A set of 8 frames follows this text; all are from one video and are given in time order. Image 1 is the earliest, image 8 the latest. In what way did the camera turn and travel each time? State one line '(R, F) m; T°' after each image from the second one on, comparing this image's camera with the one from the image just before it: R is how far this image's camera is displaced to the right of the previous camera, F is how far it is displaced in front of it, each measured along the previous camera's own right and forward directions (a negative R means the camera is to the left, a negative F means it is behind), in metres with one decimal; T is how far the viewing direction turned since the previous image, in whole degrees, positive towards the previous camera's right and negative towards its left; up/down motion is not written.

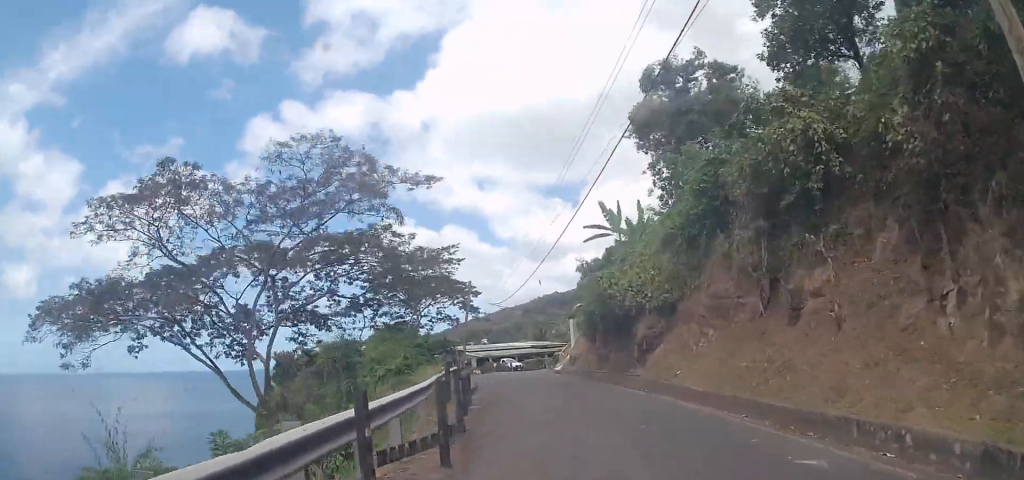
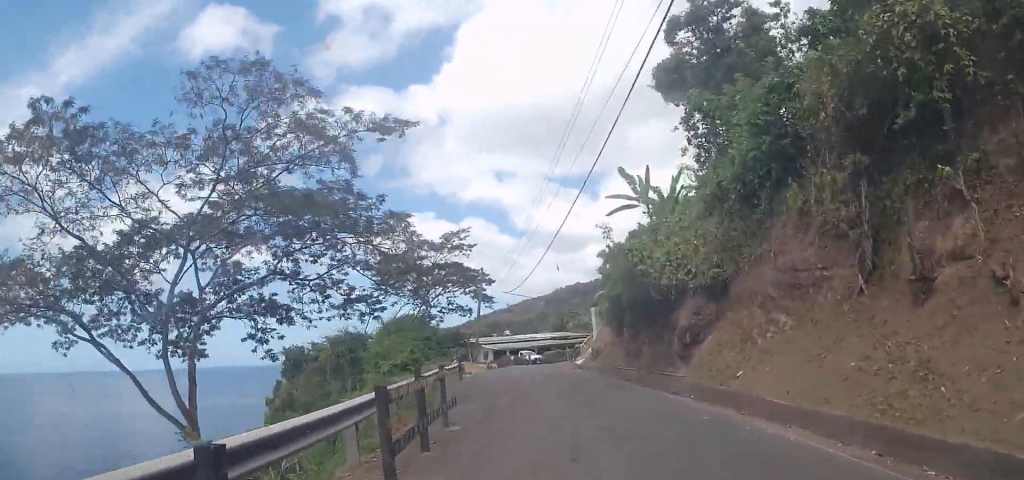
(-0.7, +5.2) m; +1°
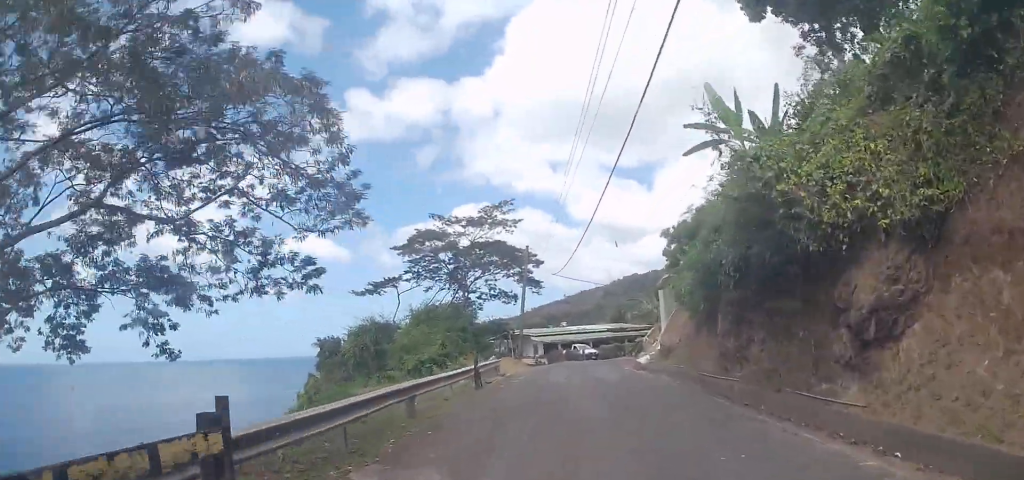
(+1.2, +8.1) m; +5°
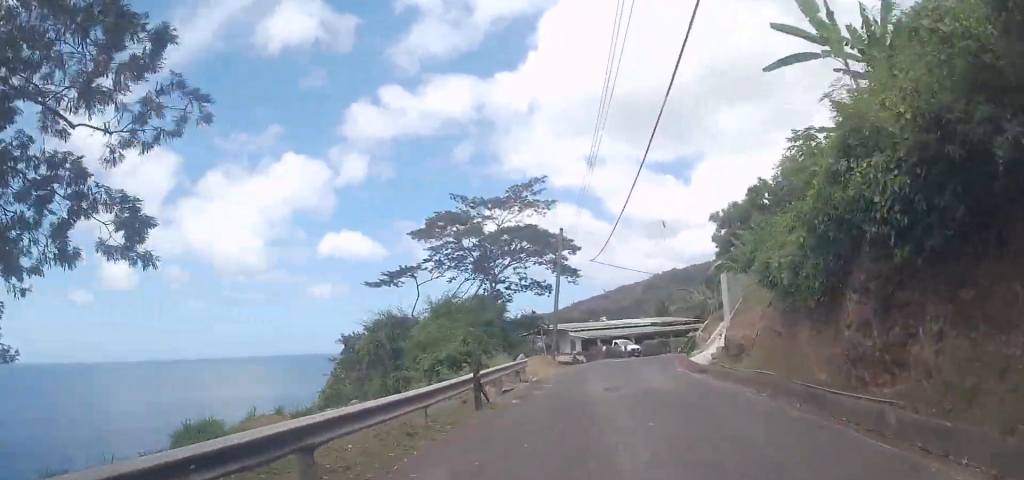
(-0.1, +5.7) m; -3°
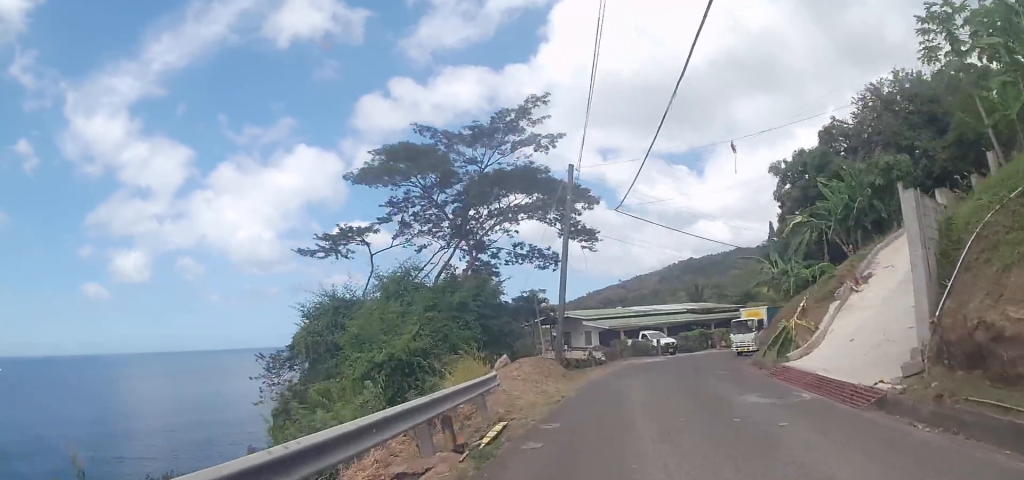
(-1.1, +13.4) m; -5°
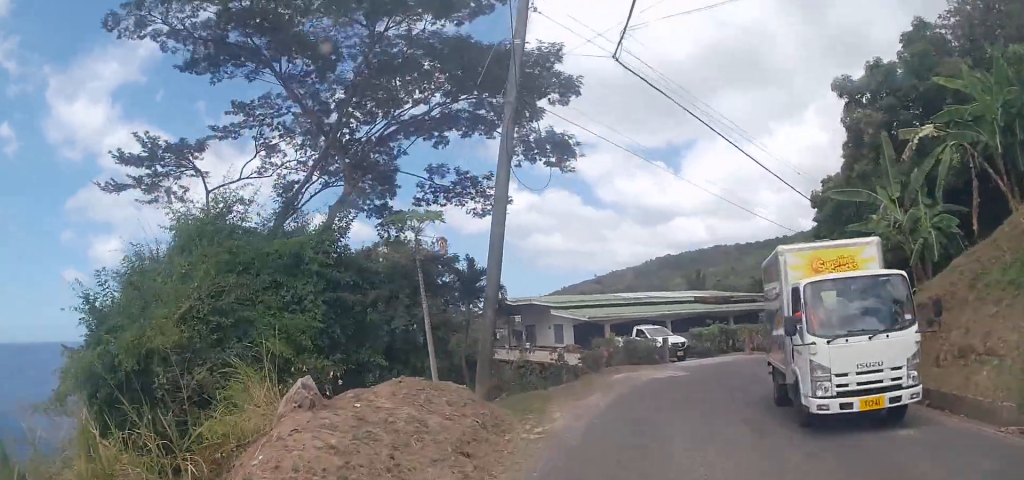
(+0.3, +13.8) m; +2°
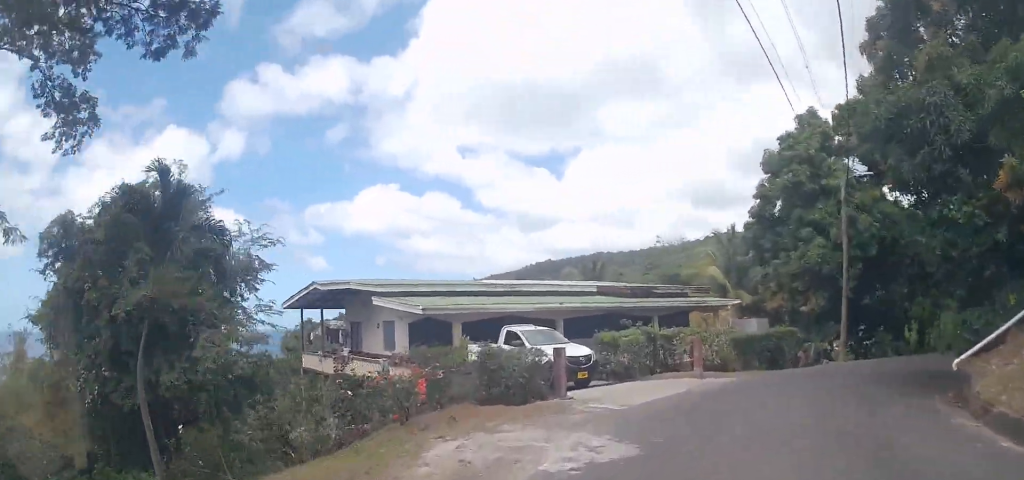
(+0.9, +12.3) m; +14°
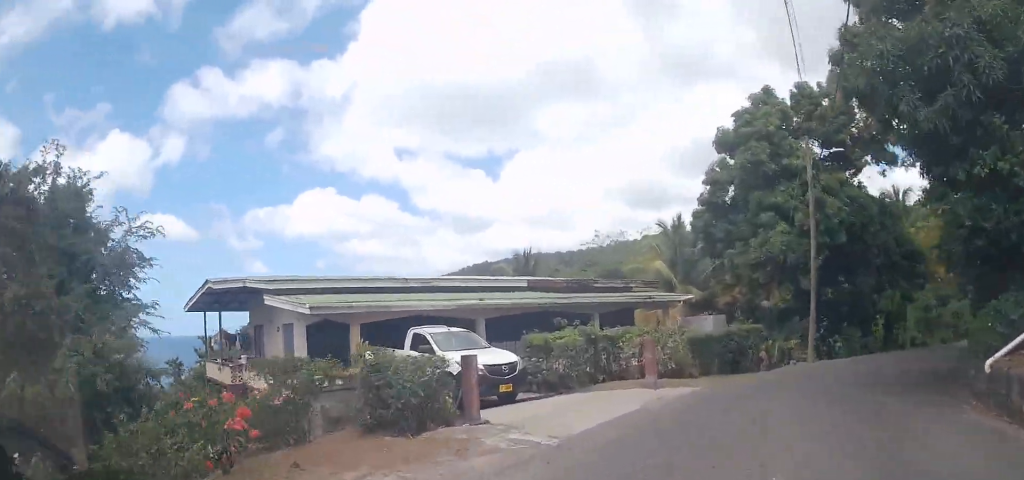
(0.0, +3.4) m; +8°
